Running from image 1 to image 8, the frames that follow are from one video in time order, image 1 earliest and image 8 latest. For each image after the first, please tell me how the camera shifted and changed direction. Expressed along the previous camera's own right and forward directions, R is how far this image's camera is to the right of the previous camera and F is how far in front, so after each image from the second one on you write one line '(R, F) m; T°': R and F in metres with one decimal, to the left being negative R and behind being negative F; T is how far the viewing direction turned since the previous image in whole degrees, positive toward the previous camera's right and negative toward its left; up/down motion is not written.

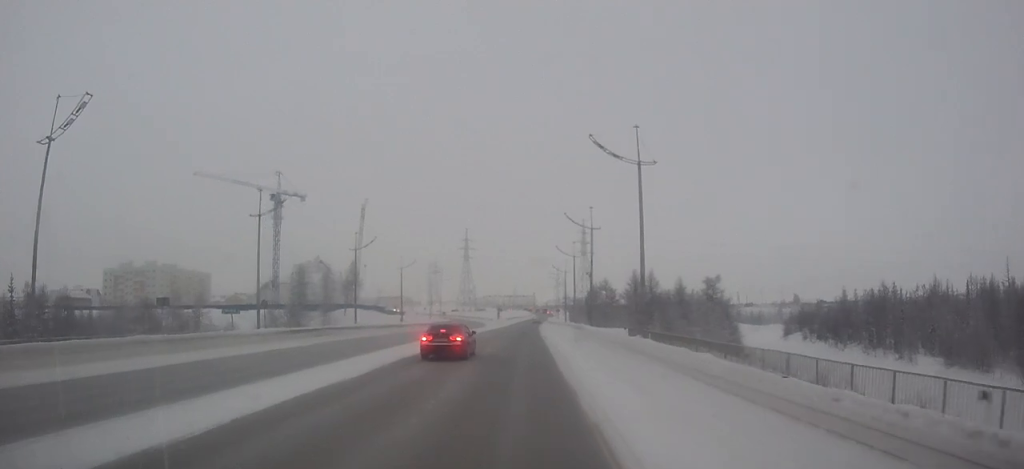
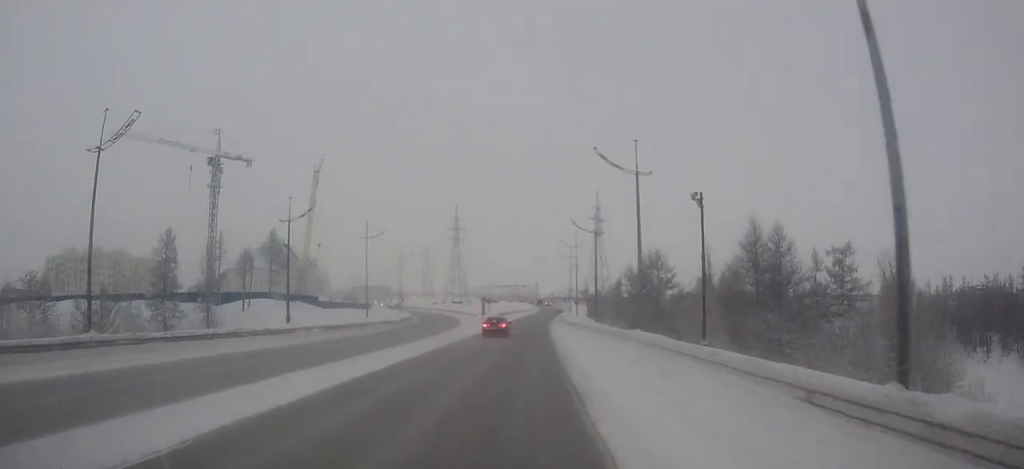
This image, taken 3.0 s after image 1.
(0.0, +45.5) m; 0°
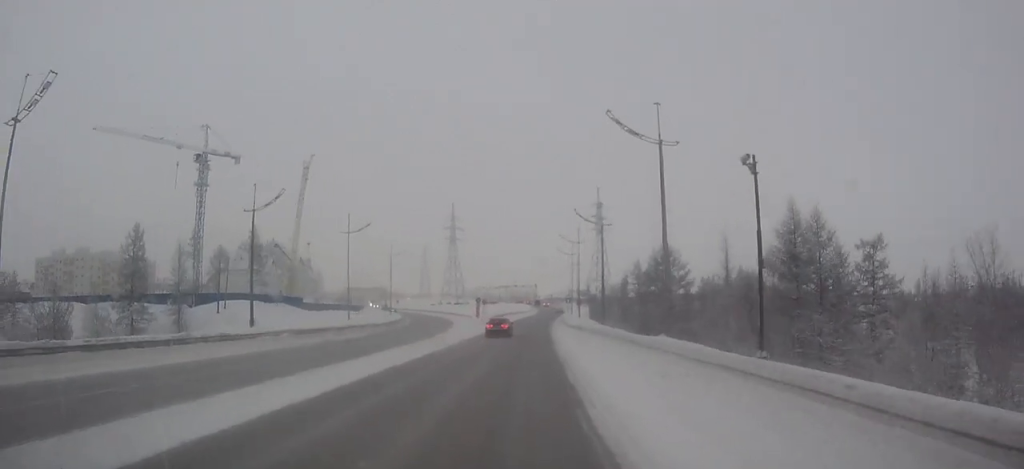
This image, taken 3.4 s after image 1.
(0.0, +6.6) m; 0°
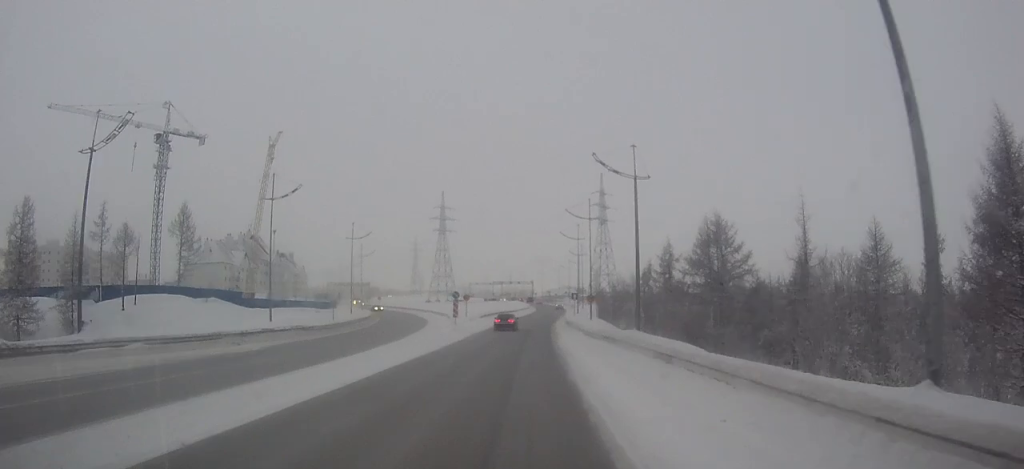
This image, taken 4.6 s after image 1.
(+0.1, +18.8) m; 0°
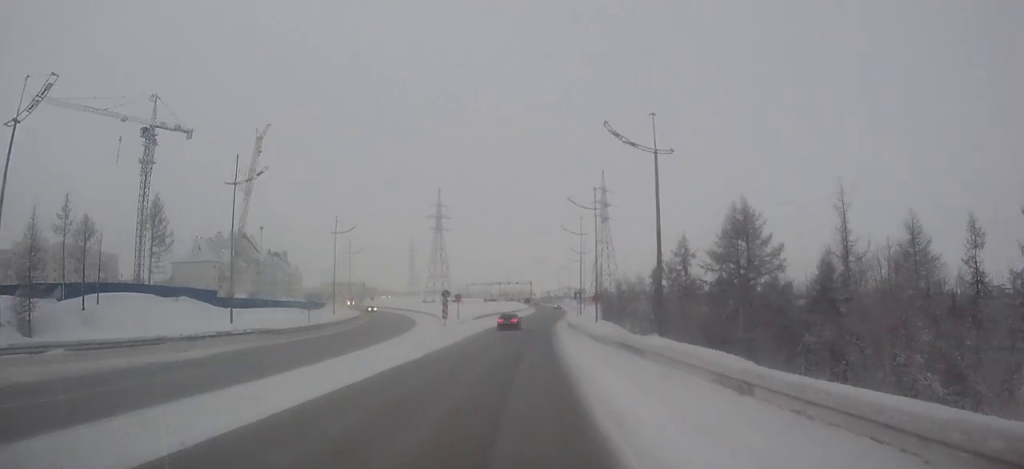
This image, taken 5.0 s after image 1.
(0.0, +6.1) m; 0°
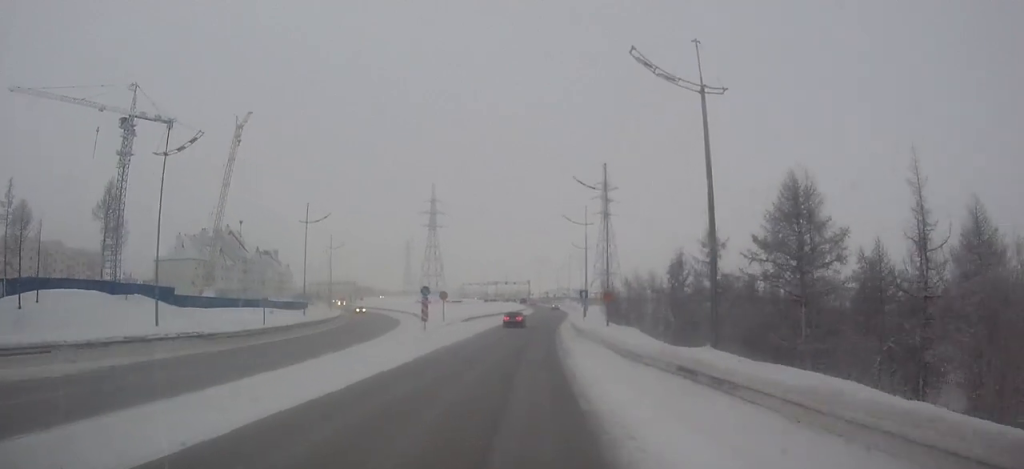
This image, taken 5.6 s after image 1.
(0.0, +8.6) m; 0°
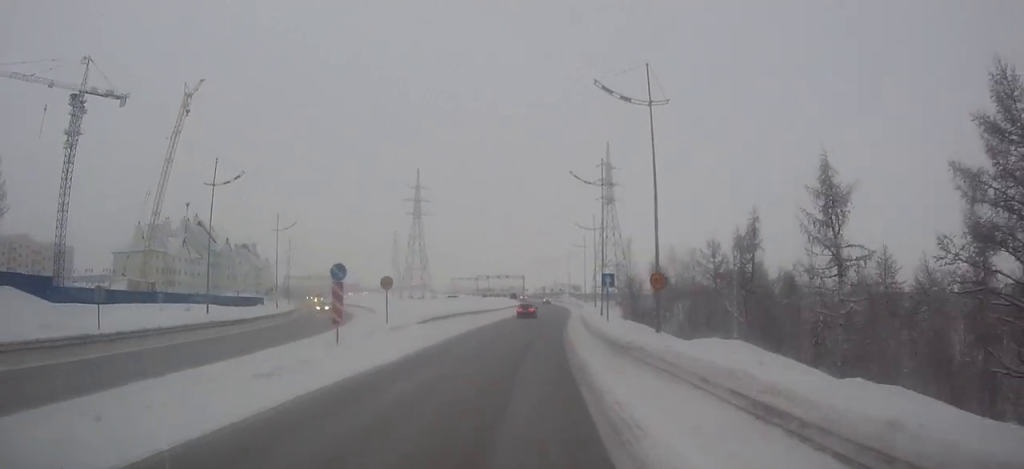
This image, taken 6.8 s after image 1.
(+0.1, +18.0) m; +1°
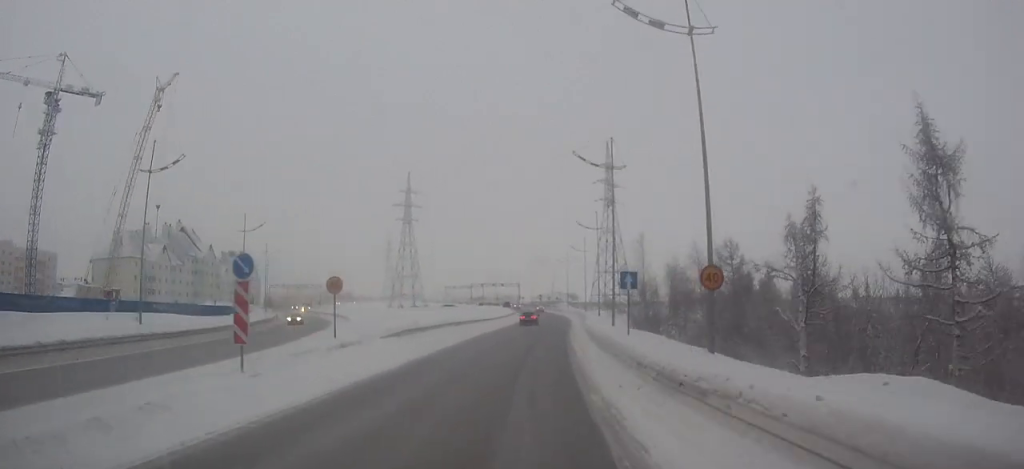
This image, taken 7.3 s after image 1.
(+0.1, +7.9) m; +1°
